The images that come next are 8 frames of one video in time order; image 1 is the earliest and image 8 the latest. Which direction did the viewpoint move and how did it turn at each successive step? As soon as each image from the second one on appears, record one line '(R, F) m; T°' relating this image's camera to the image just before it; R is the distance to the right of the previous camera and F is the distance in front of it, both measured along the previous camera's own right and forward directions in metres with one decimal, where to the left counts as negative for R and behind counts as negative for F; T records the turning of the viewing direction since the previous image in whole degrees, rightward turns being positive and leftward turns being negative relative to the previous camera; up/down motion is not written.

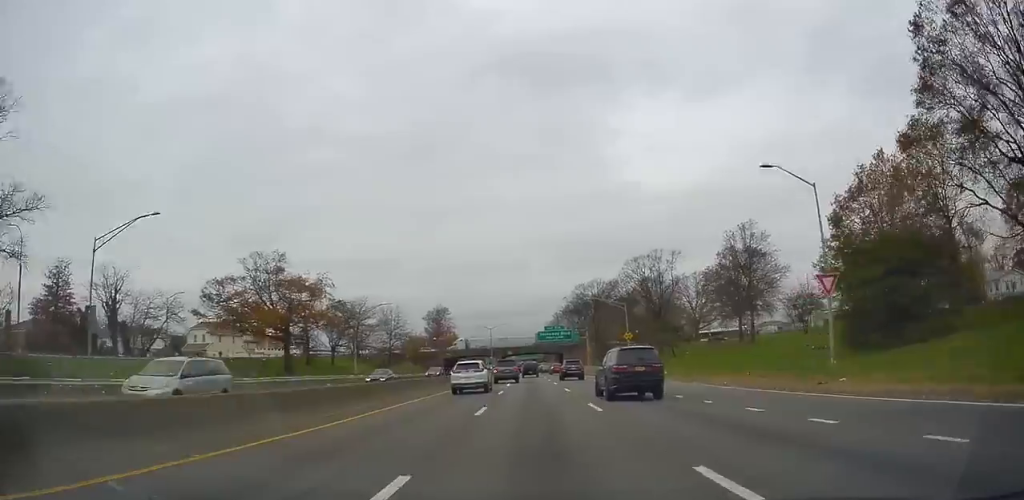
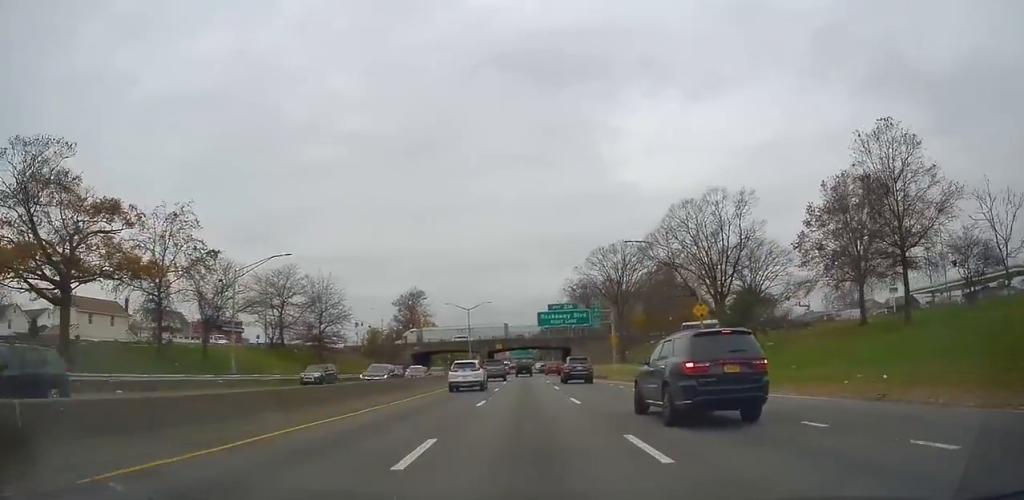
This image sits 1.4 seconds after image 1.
(+0.3, +32.7) m; 0°
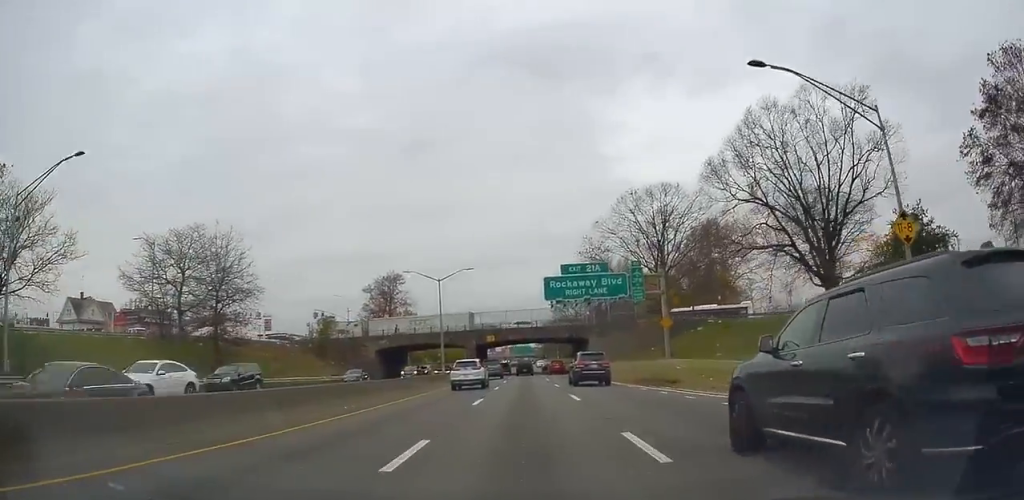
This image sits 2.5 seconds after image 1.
(0.0, +24.6) m; 0°
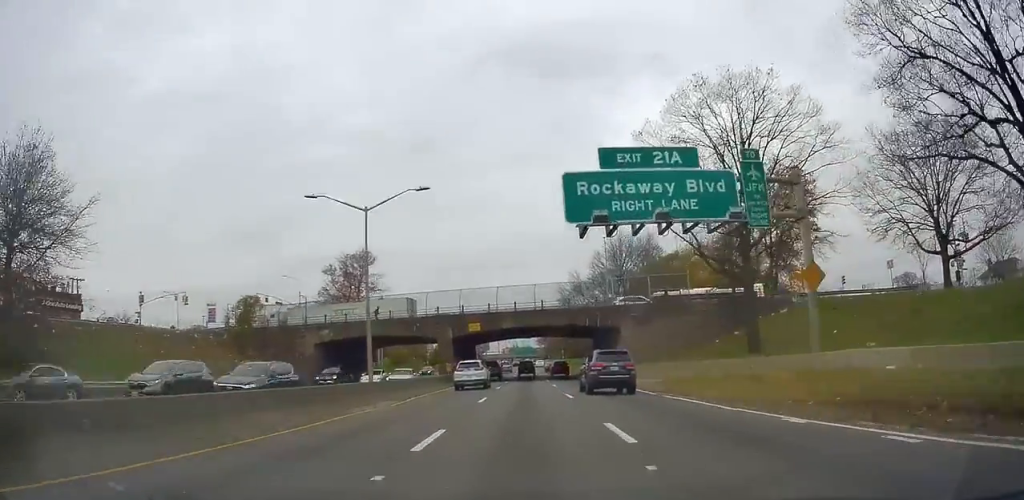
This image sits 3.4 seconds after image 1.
(0.0, +22.6) m; 0°
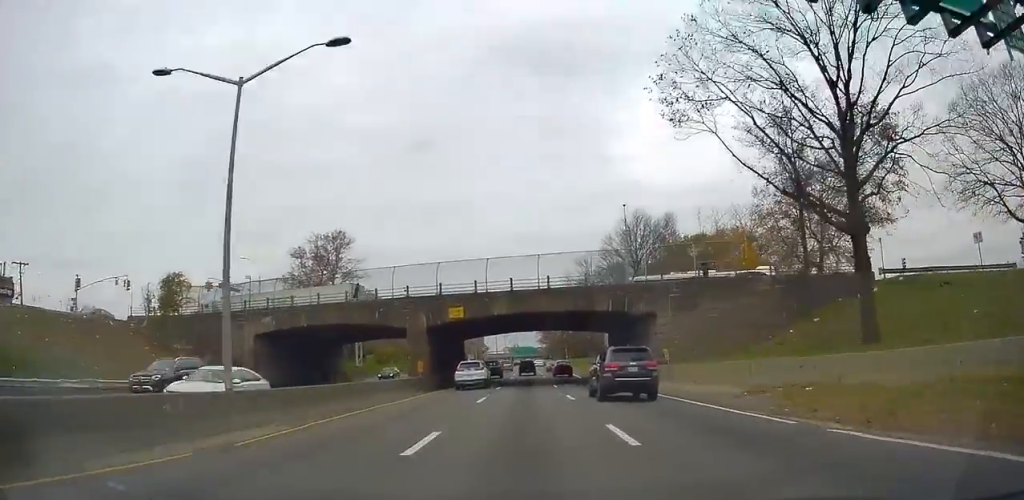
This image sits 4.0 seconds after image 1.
(0.0, +12.7) m; +1°
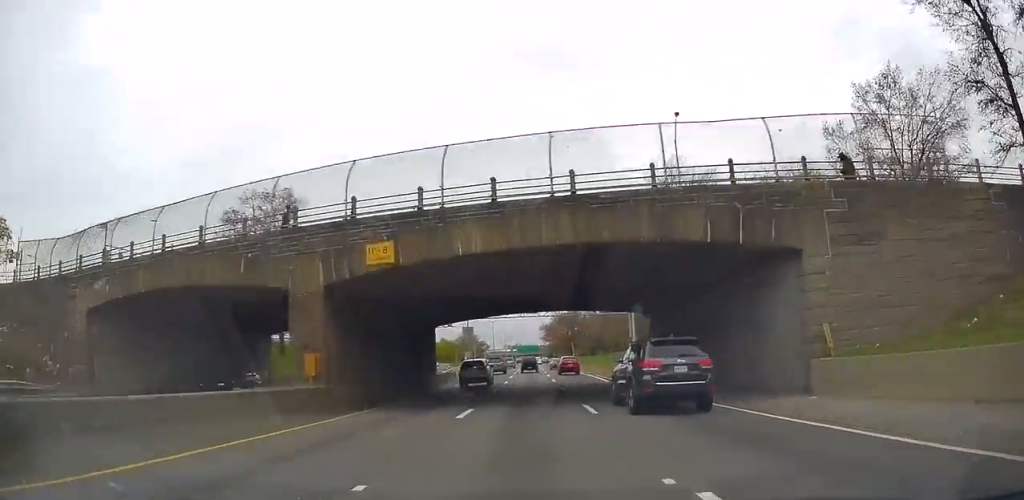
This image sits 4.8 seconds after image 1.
(+0.2, +18.5) m; +1°
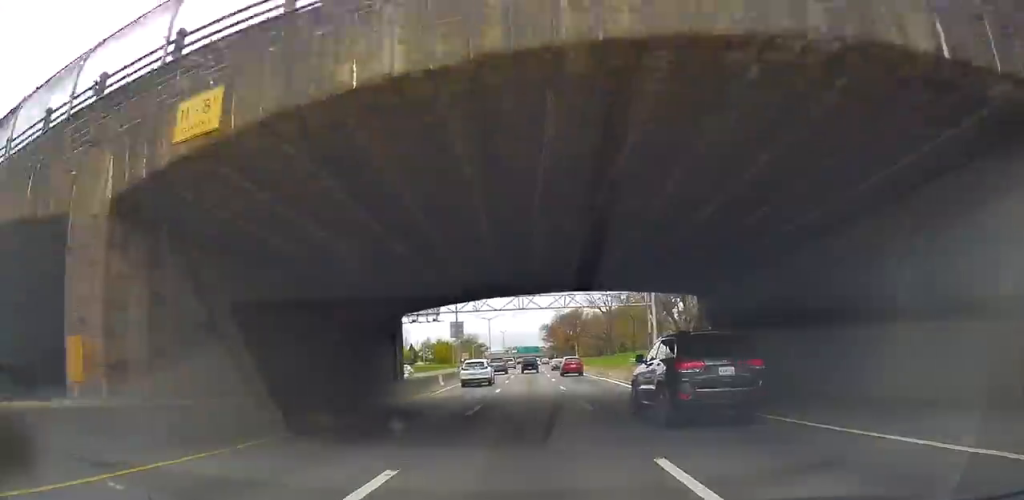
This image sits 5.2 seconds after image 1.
(+0.2, +10.0) m; 0°
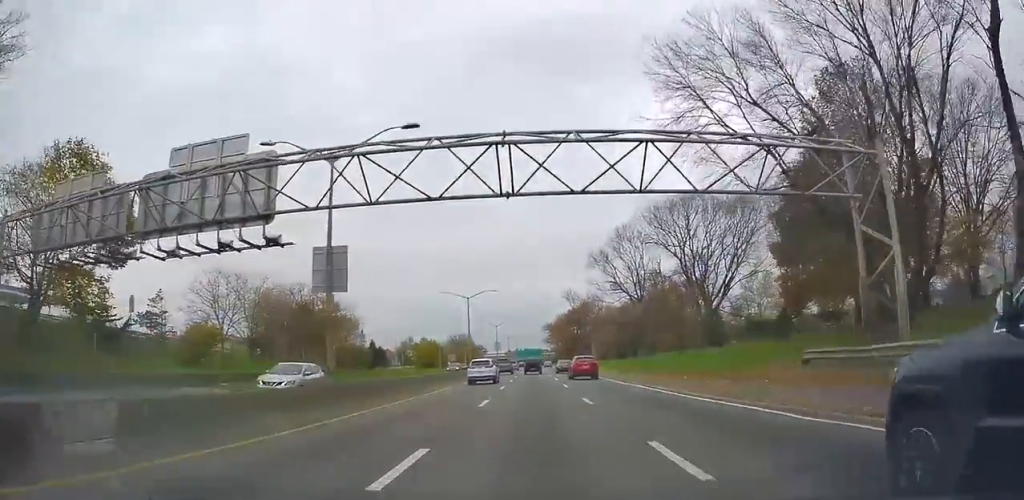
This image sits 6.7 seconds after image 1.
(-0.9, +34.4) m; -2°
